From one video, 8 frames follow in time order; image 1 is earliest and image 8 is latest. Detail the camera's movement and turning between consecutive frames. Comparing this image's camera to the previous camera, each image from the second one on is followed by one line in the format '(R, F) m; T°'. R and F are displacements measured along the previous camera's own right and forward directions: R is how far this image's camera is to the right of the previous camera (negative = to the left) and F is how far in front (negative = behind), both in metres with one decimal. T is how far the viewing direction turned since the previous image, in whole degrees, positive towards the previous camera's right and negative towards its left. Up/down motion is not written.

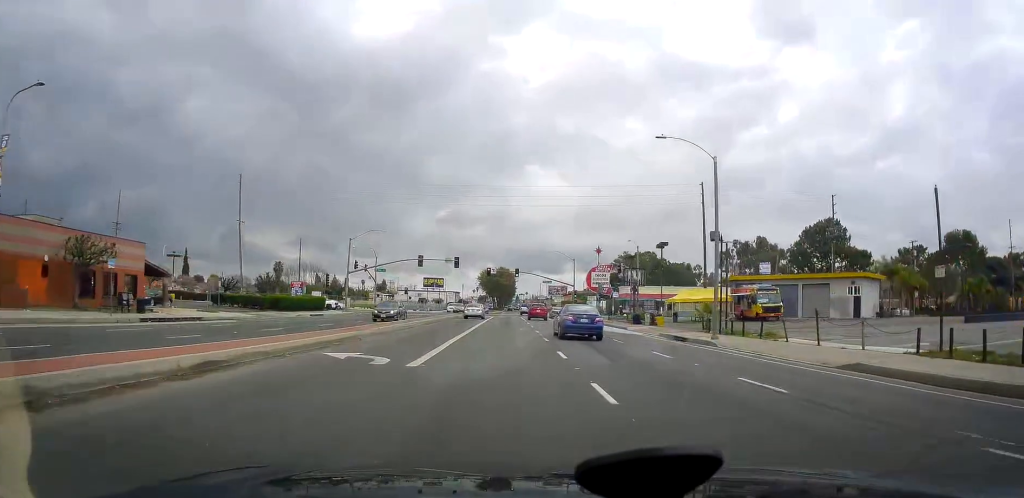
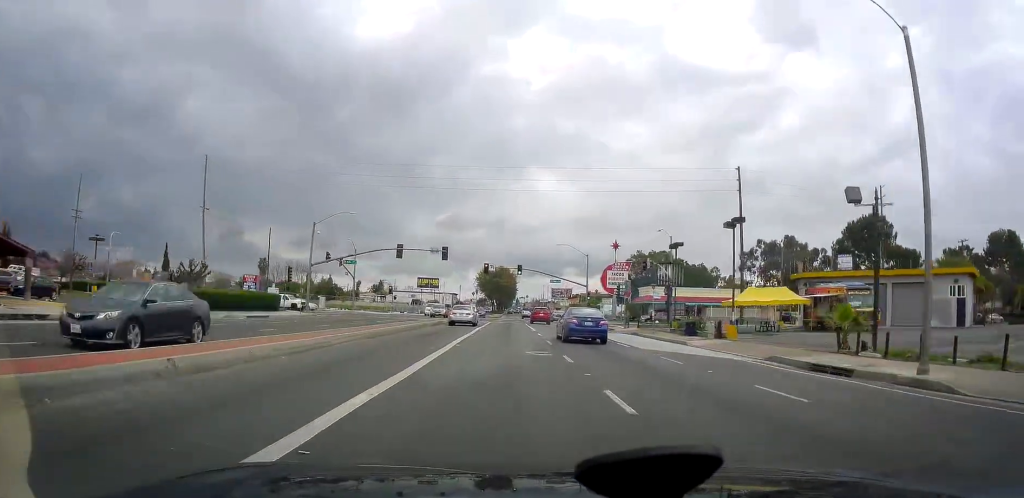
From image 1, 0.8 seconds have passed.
(0.0, +15.5) m; 0°
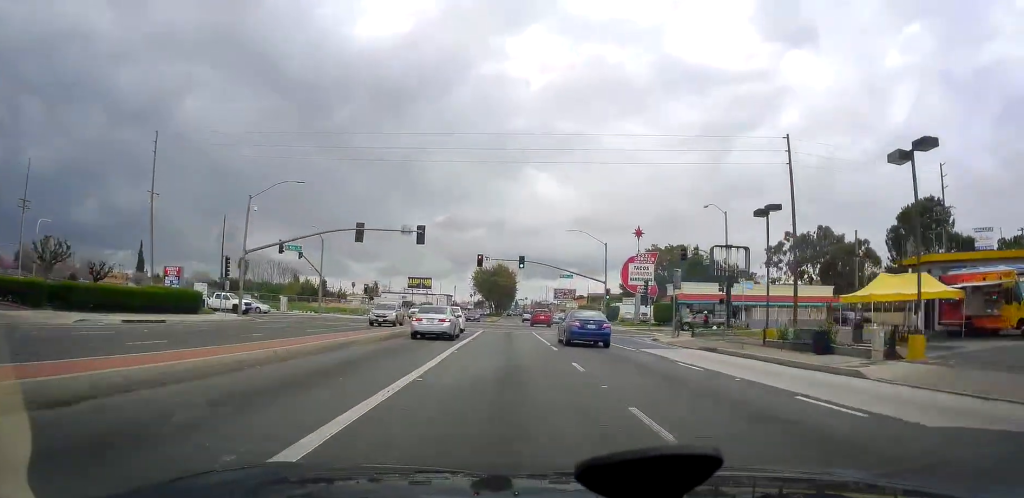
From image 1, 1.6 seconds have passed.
(0.0, +16.3) m; 0°
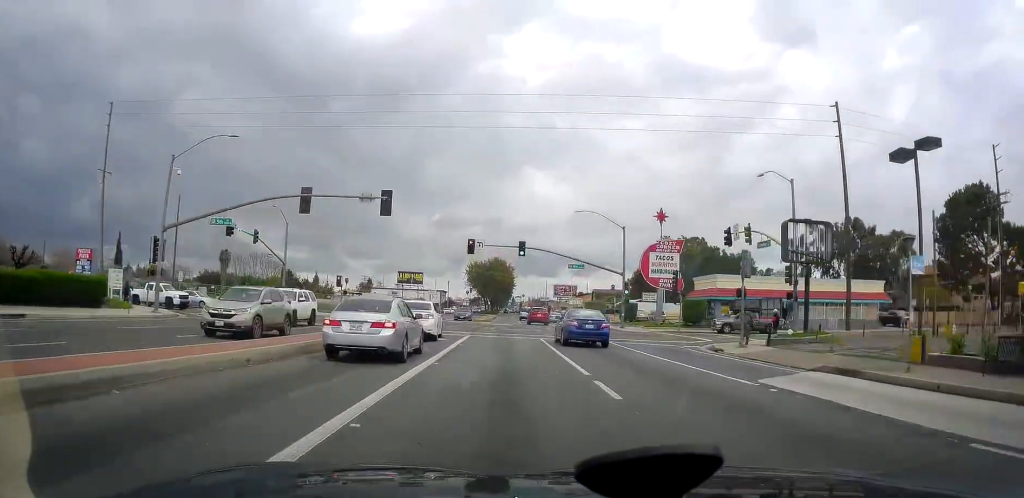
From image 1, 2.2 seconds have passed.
(0.0, +12.1) m; 0°
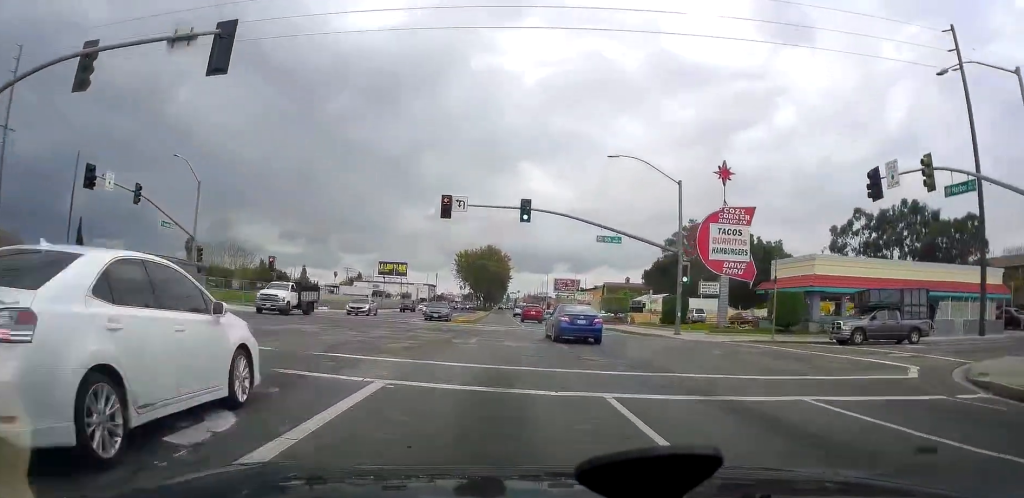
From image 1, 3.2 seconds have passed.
(0.0, +19.7) m; 0°
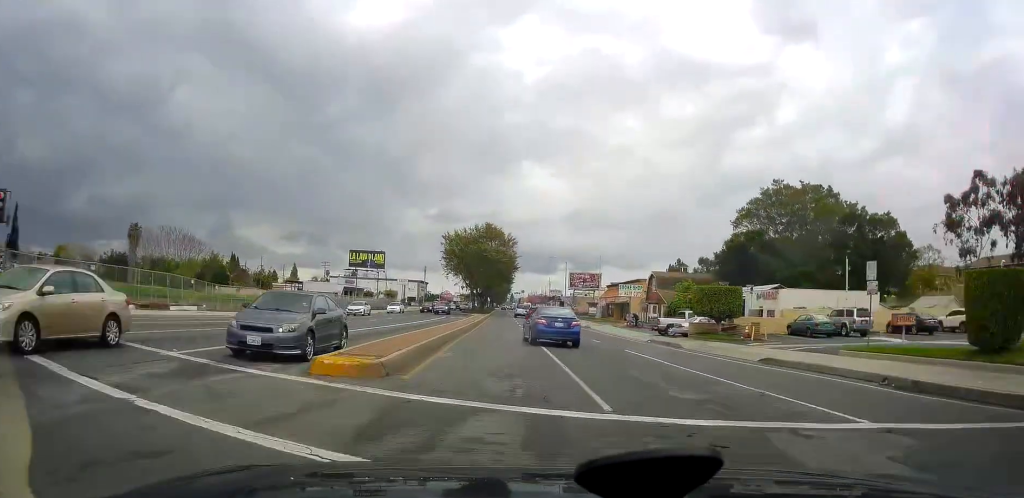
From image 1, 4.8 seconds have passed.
(0.0, +31.4) m; 0°
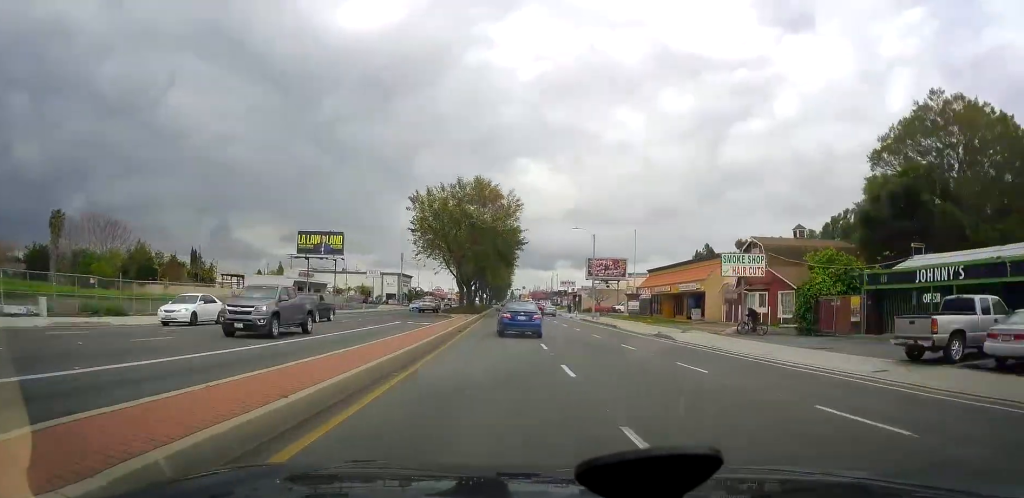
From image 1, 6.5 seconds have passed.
(0.0, +30.2) m; 0°
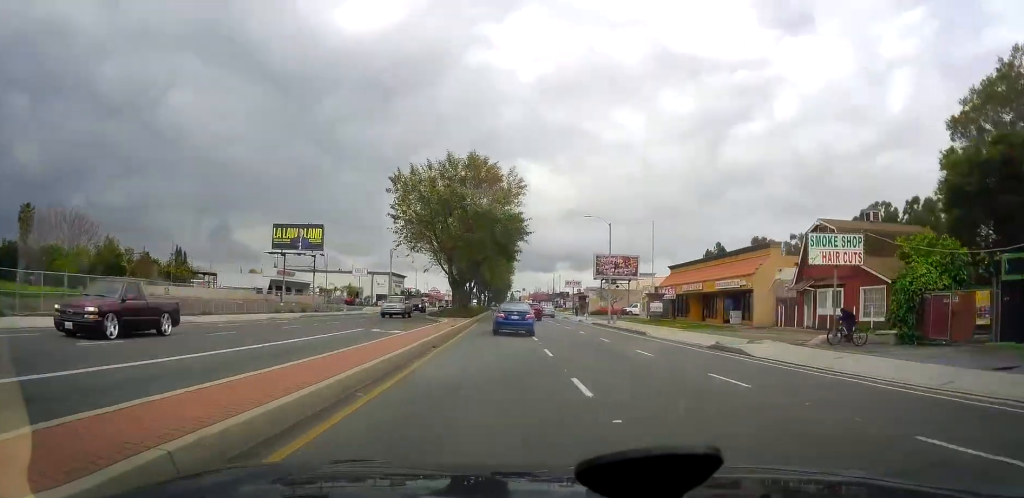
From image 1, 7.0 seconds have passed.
(0.0, +9.8) m; 0°
